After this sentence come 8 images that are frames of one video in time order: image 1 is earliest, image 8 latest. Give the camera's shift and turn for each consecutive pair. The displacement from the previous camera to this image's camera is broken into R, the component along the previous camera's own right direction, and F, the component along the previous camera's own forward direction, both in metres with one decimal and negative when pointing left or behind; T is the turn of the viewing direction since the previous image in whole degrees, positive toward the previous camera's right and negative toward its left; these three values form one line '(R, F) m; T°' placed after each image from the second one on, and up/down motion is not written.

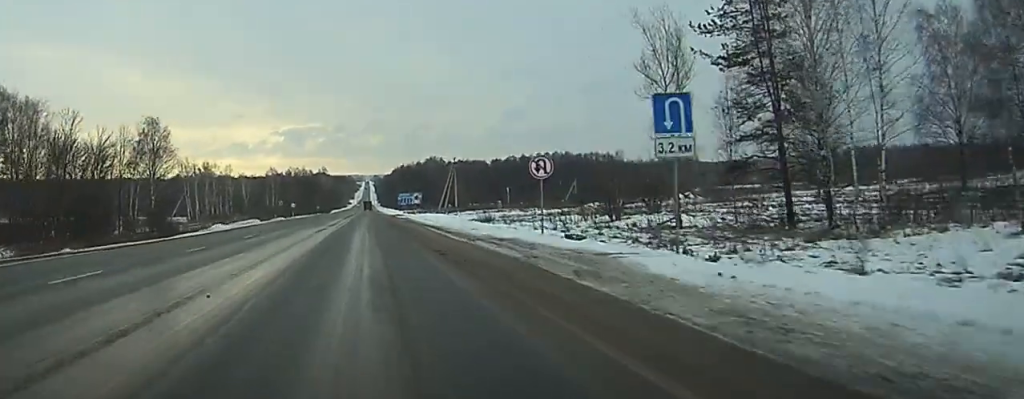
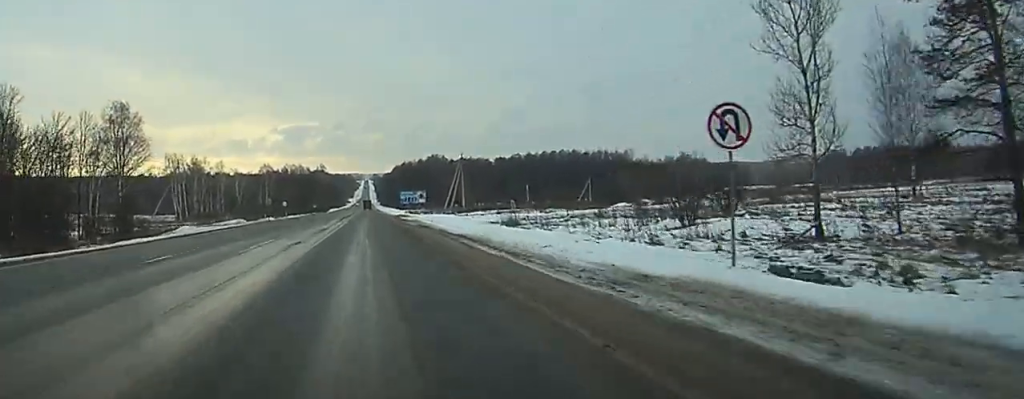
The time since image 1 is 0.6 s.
(+0.1, +17.6) m; 0°
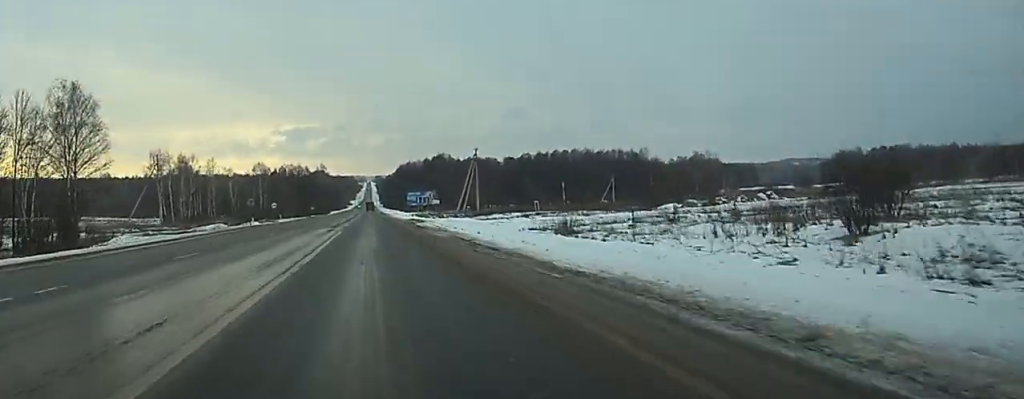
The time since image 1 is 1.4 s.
(0.0, +21.6) m; 0°
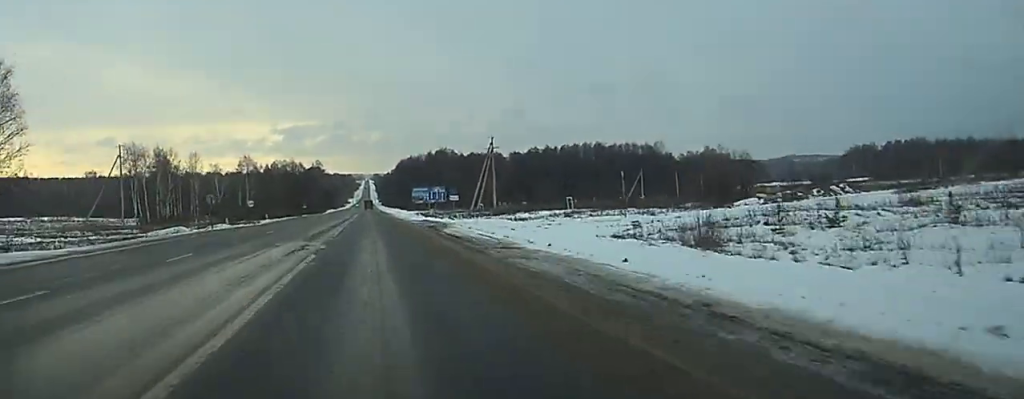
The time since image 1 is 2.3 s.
(0.0, +25.5) m; 0°
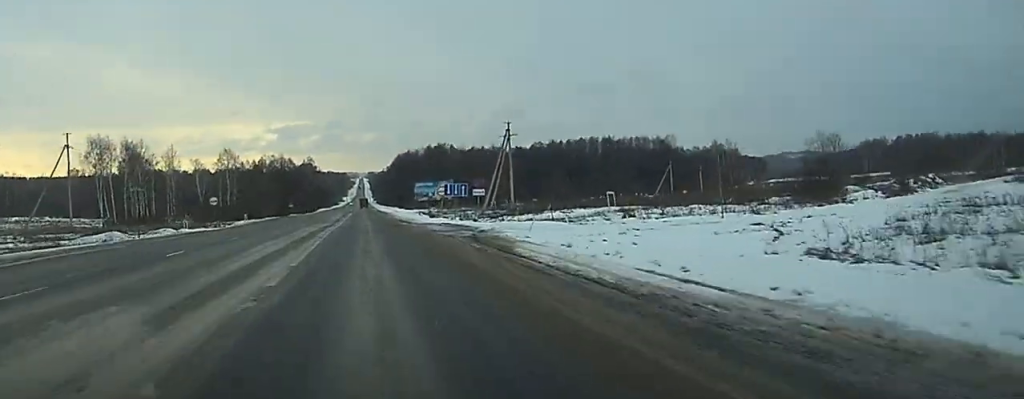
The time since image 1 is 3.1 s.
(+0.1, +23.8) m; 0°
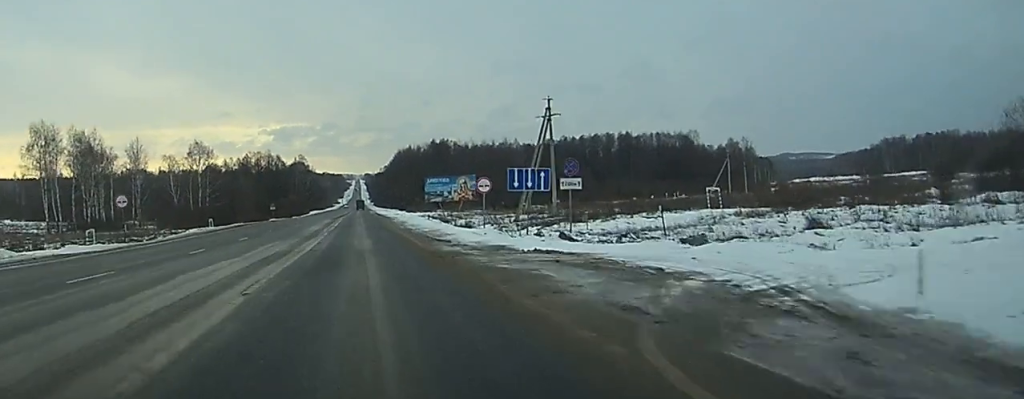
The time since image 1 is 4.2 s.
(+0.1, +31.5) m; 0°
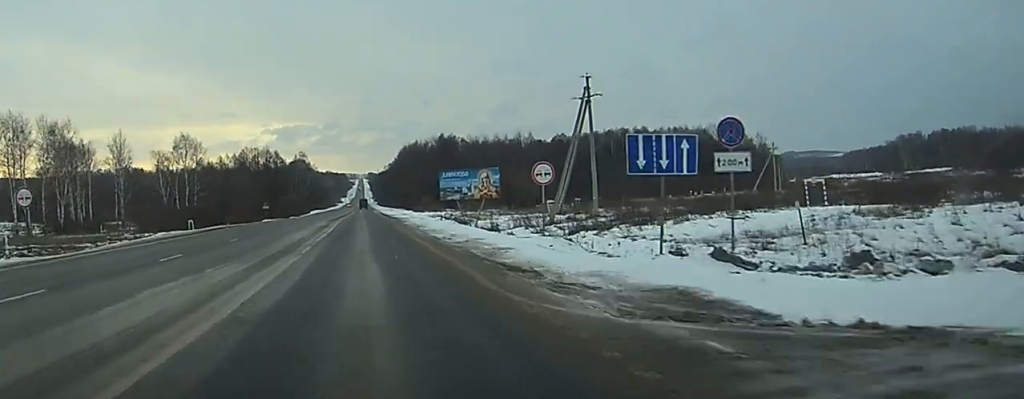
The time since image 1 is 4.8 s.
(0.0, +16.3) m; 0°
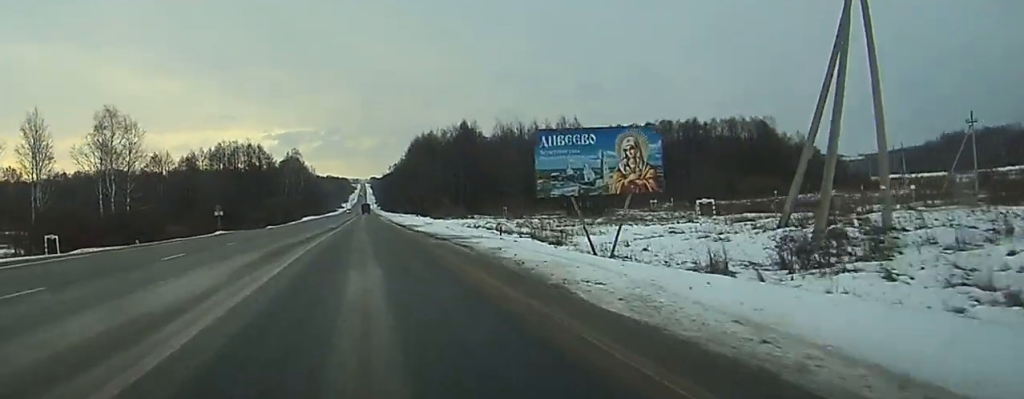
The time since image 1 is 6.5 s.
(-0.2, +48.2) m; 0°
